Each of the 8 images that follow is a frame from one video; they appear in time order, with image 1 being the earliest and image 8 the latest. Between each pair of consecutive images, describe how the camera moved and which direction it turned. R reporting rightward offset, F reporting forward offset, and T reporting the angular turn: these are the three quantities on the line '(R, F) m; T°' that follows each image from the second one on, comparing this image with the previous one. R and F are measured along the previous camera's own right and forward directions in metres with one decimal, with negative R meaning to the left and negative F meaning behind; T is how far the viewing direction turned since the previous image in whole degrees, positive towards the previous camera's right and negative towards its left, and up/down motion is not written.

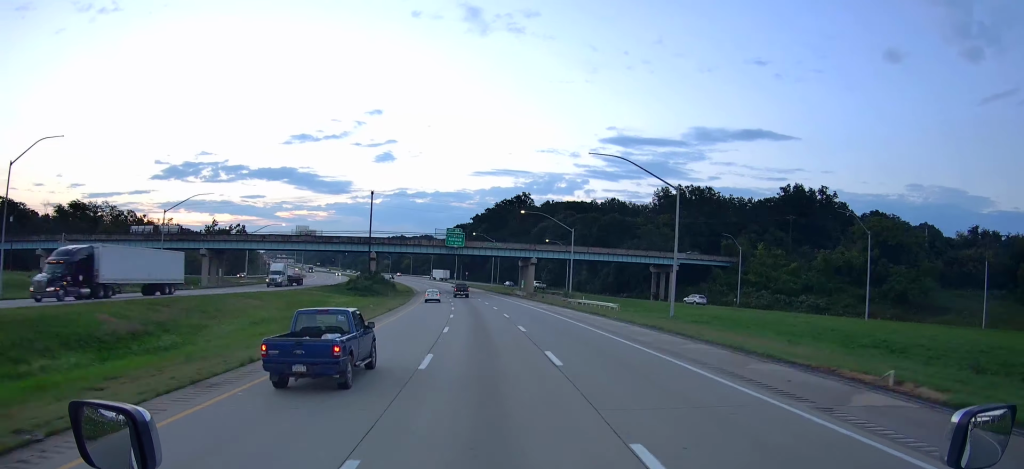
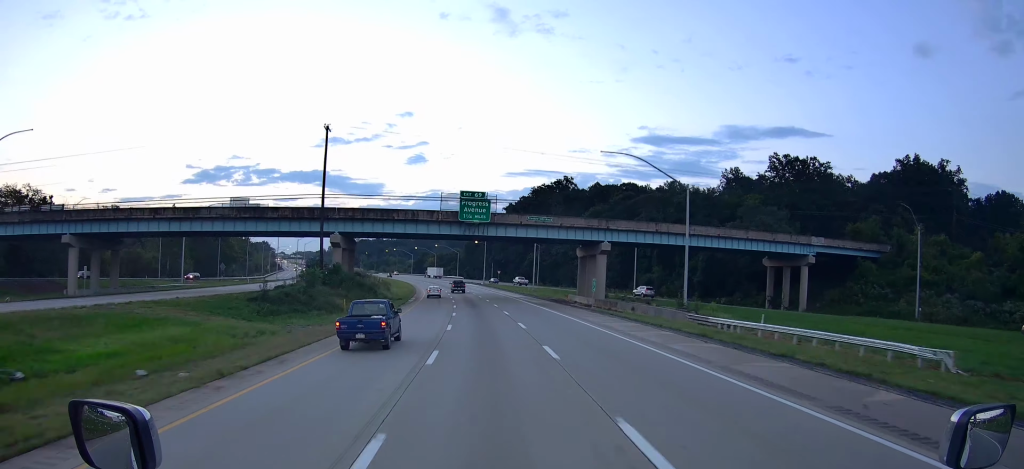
(-1.7, +47.3) m; -3°
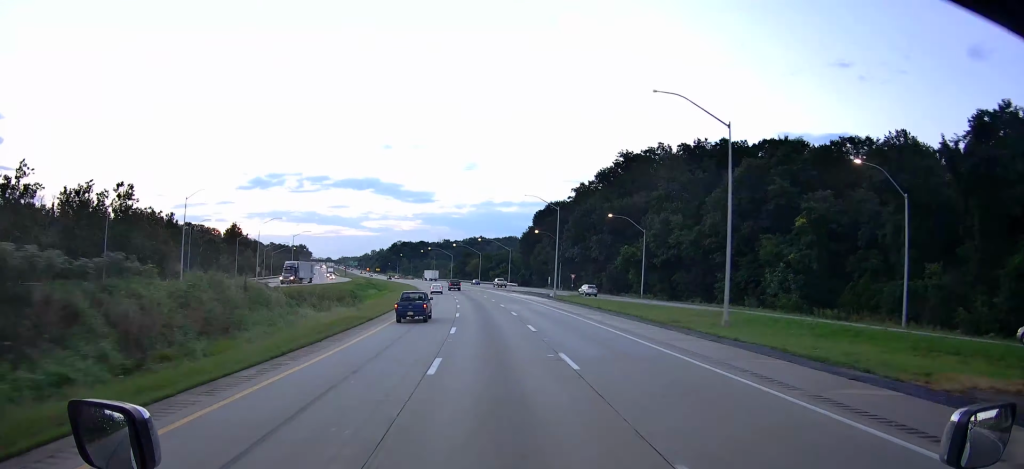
(-2.8, +75.4) m; -4°
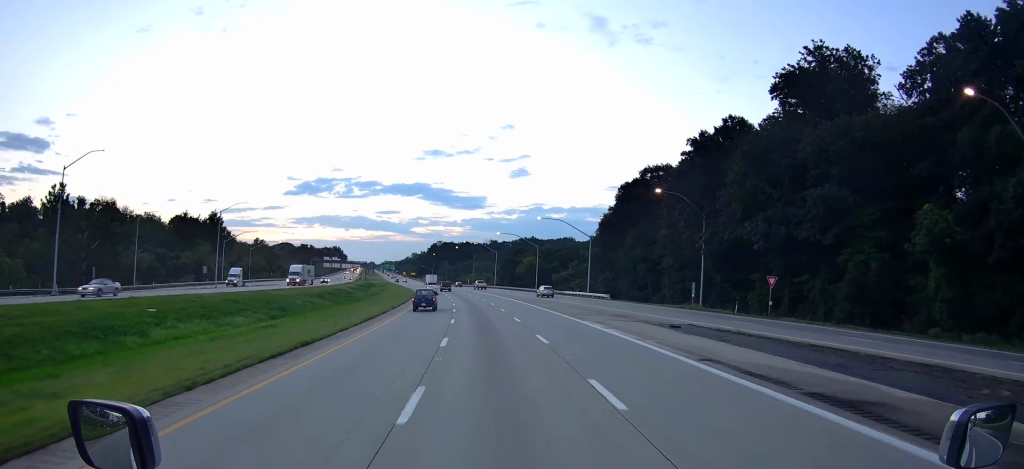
(-3.0, +78.3) m; -5°
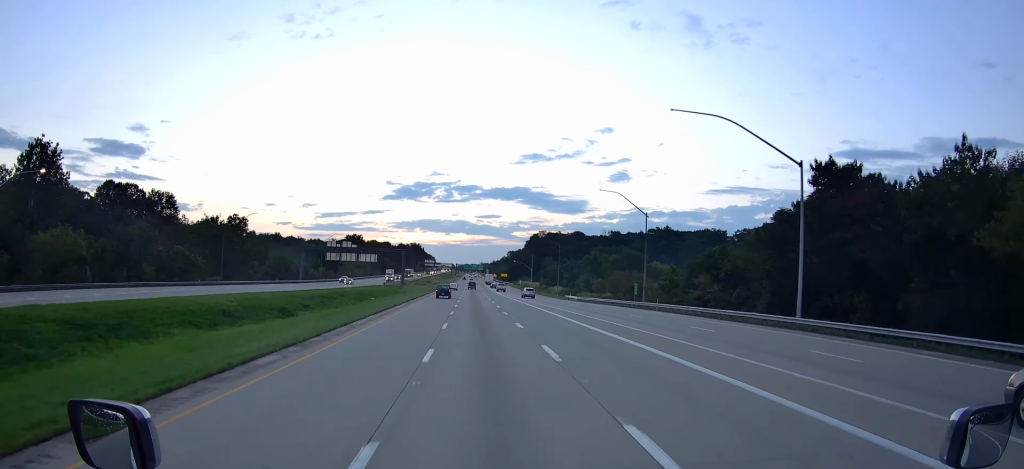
(-12.6, +152.0) m; -9°
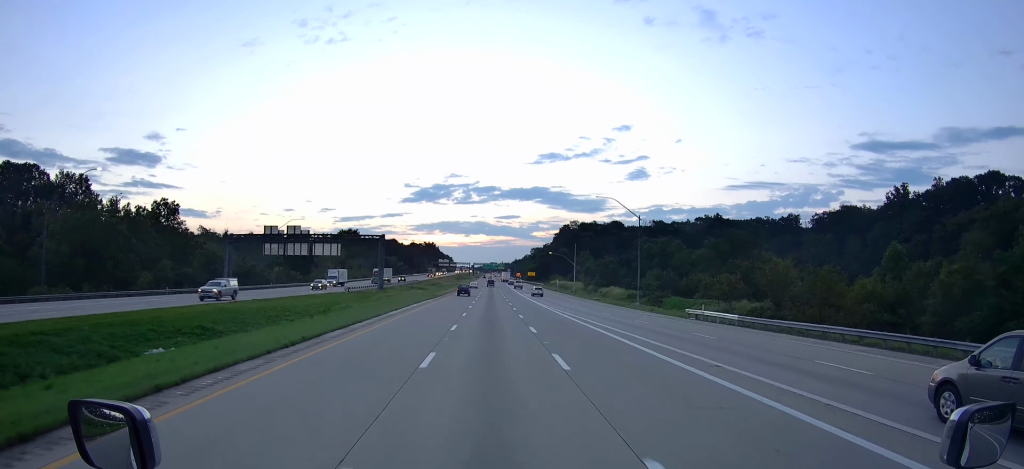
(-1.8, +63.1) m; -1°
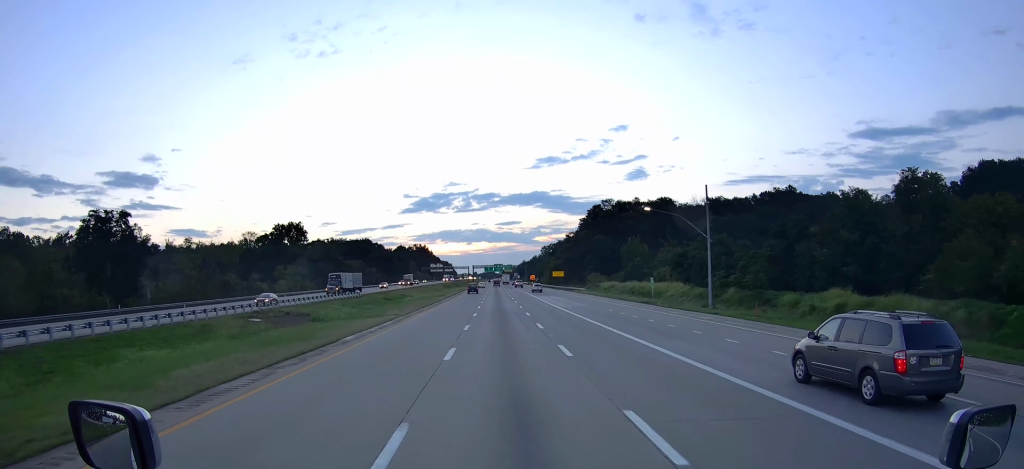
(-0.4, +95.7) m; 0°
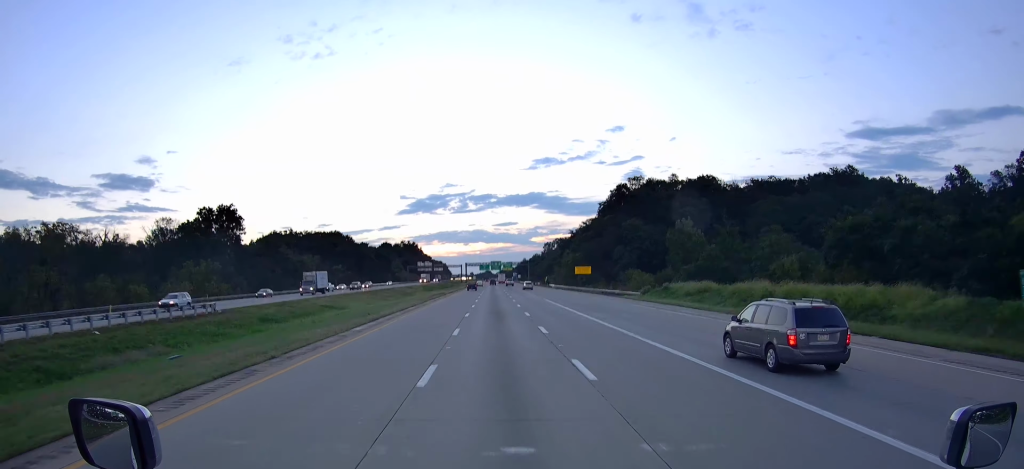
(+0.1, +54.4) m; 0°
